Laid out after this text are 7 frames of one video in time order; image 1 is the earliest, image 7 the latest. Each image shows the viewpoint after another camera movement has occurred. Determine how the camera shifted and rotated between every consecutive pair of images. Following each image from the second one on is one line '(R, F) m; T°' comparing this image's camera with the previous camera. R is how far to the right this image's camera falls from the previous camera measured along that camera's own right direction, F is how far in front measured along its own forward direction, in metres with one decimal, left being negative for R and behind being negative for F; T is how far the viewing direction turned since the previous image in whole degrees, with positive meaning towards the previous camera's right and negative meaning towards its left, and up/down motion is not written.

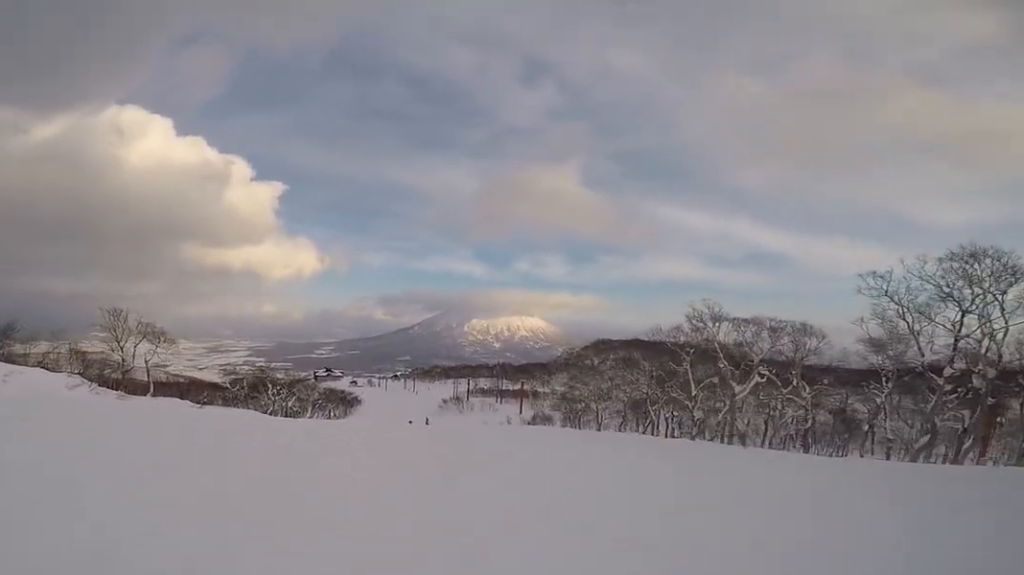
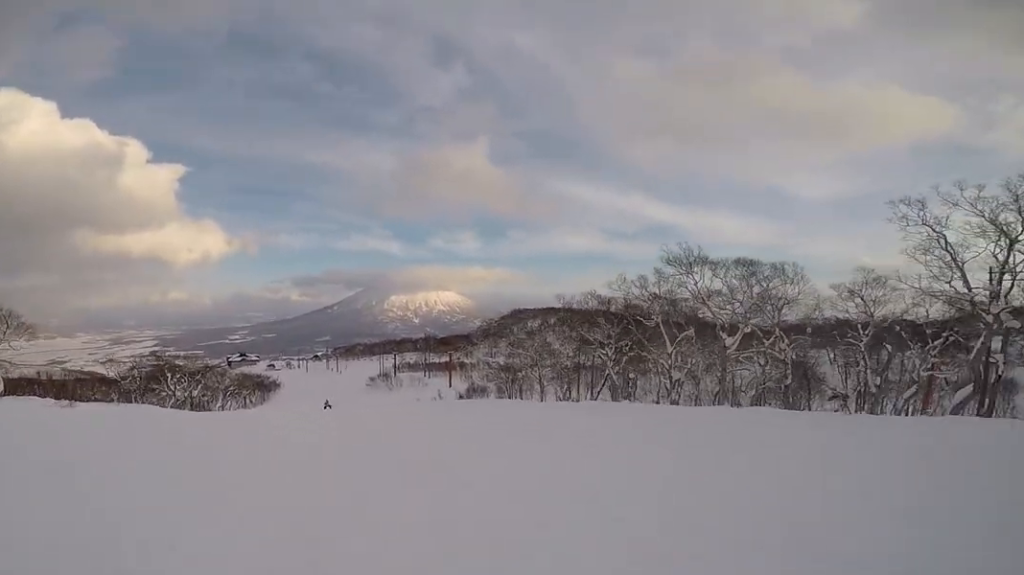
(+0.9, +7.9) m; +10°
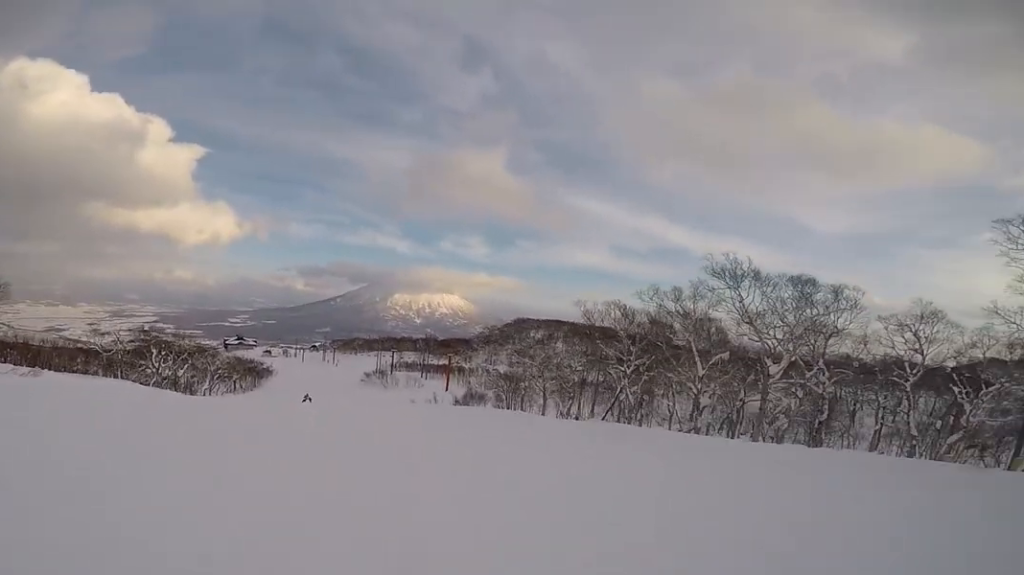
(+0.2, +3.7) m; +2°
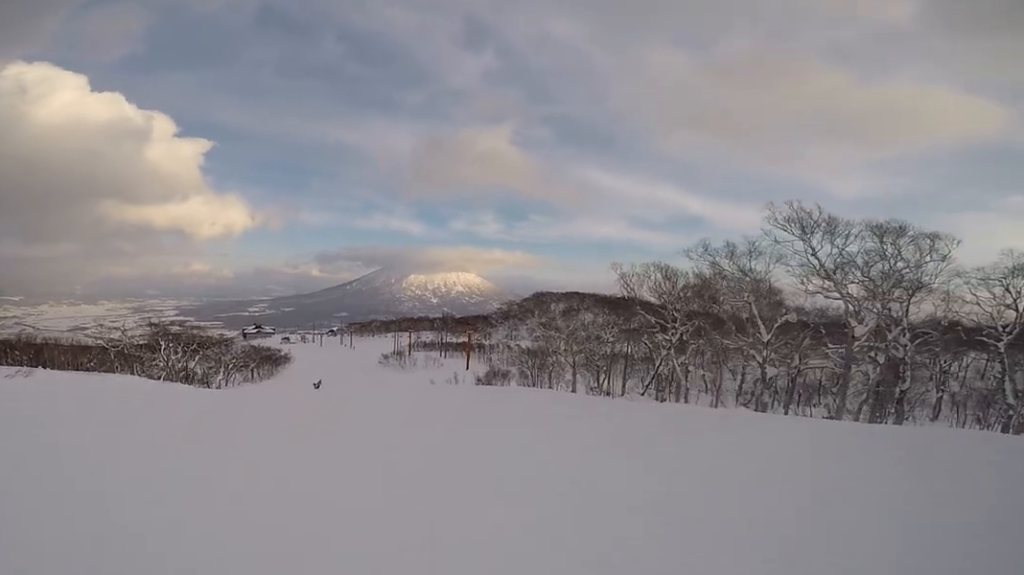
(+0.2, +3.7) m; -4°
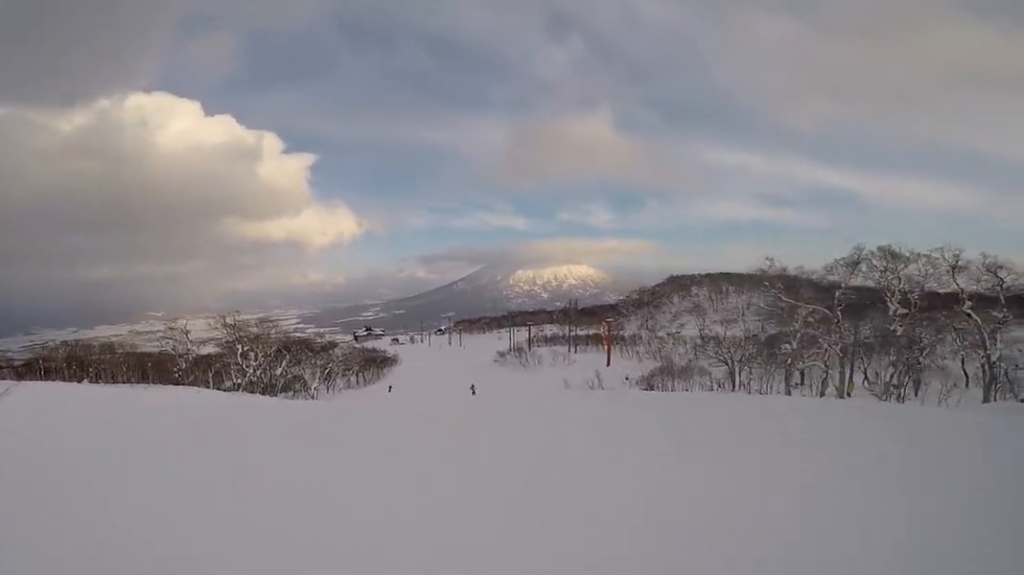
(-1.4, +17.7) m; -5°
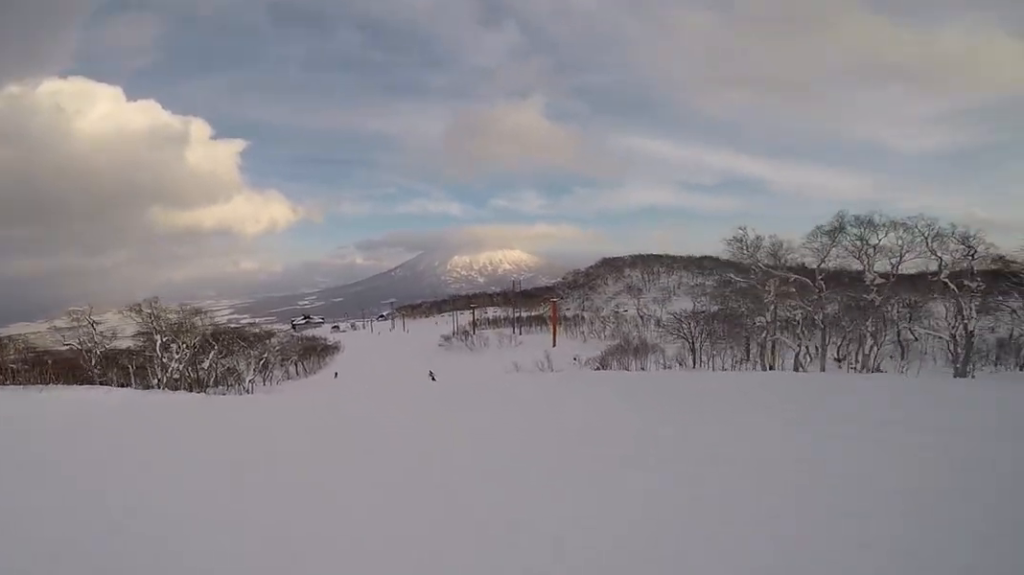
(+0.2, +5.0) m; 0°
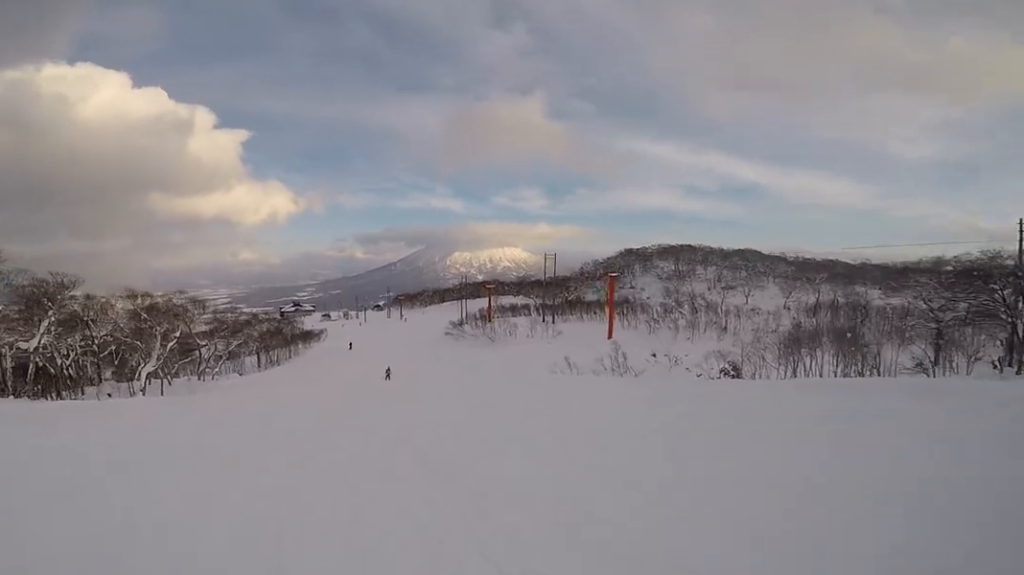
(+2.1, +28.7) m; +7°
